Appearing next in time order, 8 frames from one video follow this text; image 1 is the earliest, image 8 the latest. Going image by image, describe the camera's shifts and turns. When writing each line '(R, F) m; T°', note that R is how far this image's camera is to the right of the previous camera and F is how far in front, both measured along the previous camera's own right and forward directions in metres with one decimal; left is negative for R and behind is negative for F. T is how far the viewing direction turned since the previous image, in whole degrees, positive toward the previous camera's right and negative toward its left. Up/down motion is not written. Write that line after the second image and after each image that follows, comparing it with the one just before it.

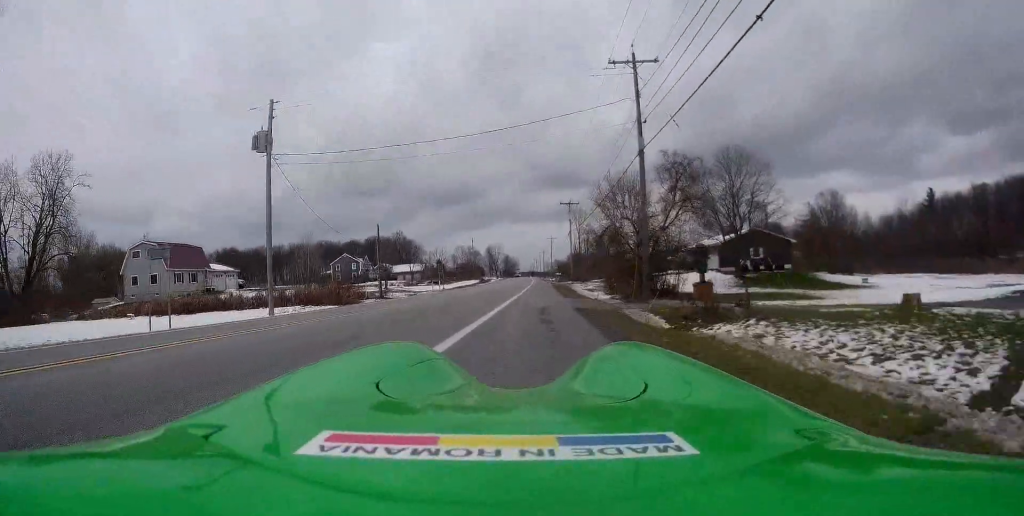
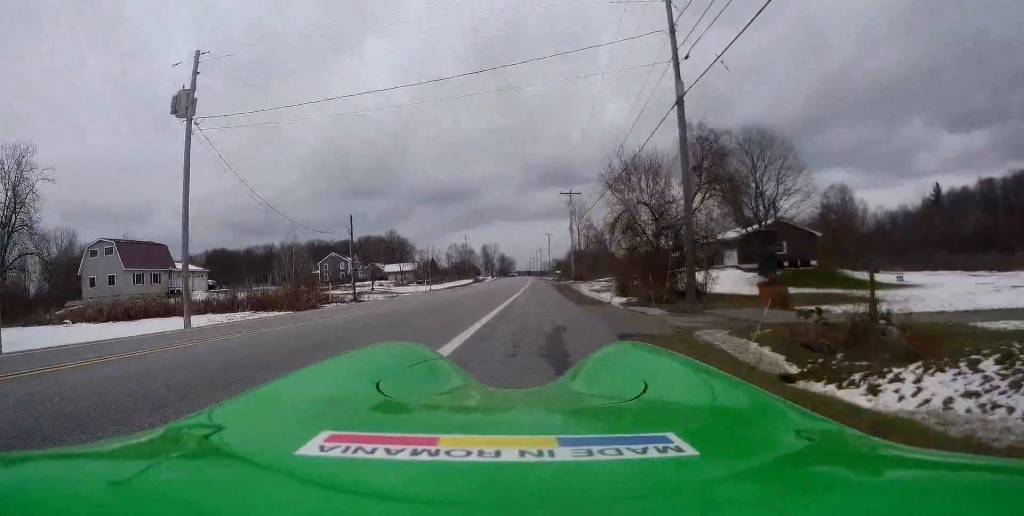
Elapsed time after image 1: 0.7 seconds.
(+0.2, +7.7) m; -1°
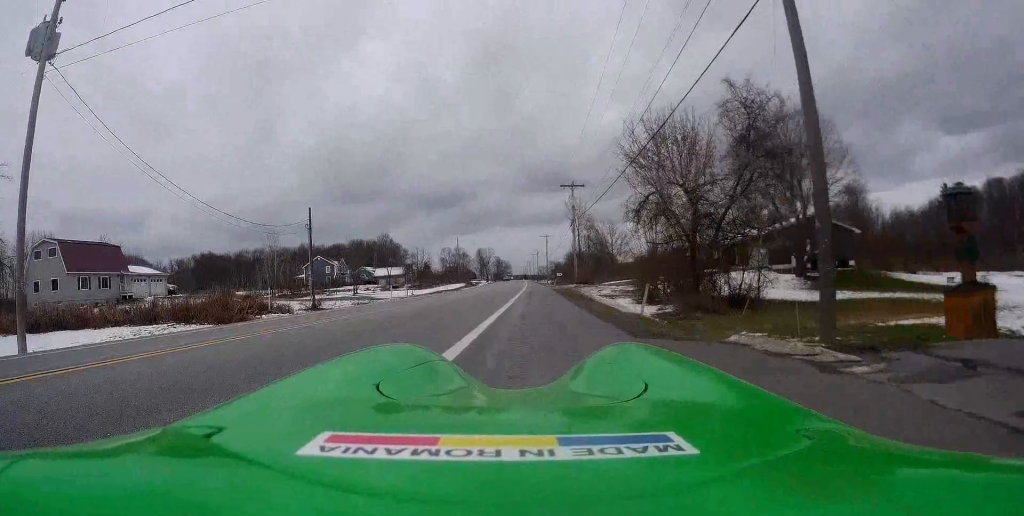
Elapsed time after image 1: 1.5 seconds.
(-0.5, +9.3) m; 0°
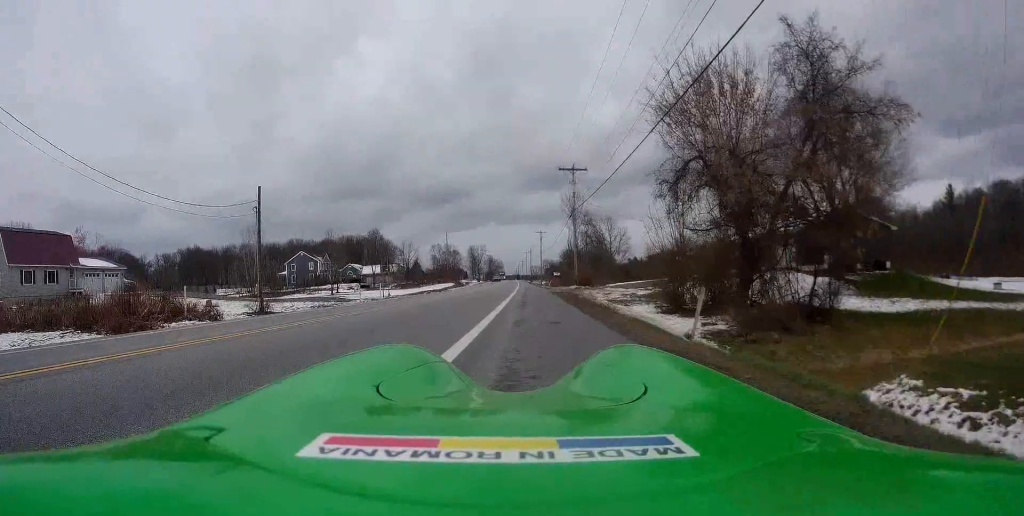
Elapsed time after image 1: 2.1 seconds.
(0.0, +7.4) m; +1°
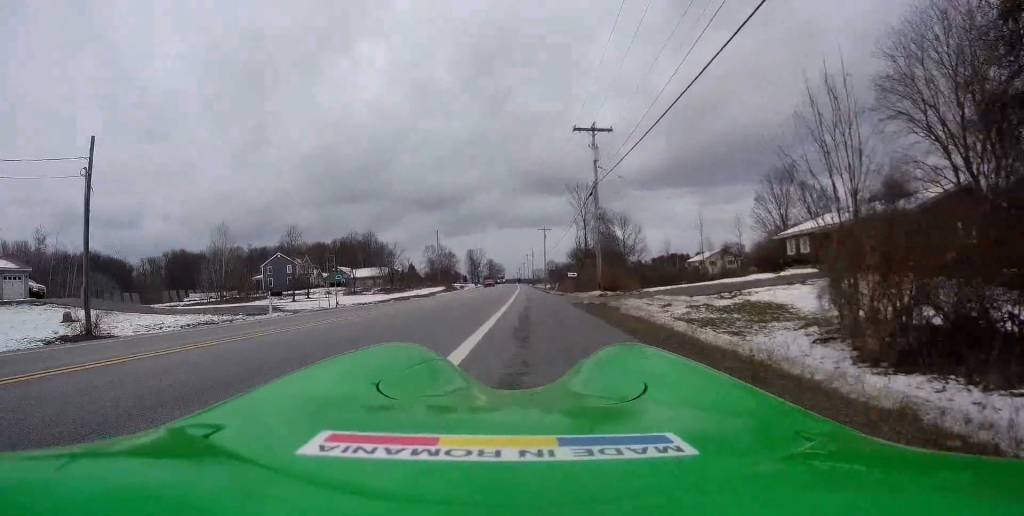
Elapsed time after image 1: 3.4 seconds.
(+0.8, +15.3) m; +2°
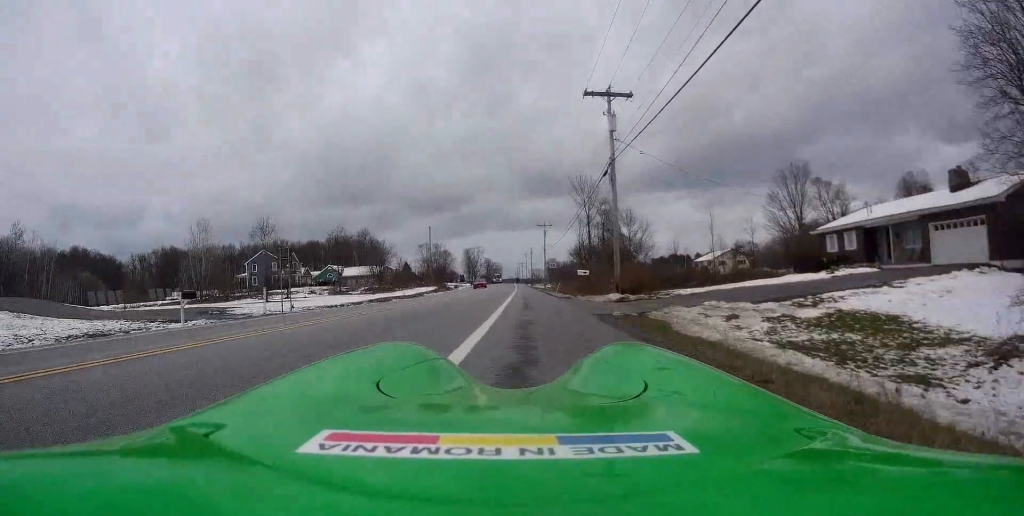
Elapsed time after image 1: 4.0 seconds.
(0.0, +7.4) m; -1°
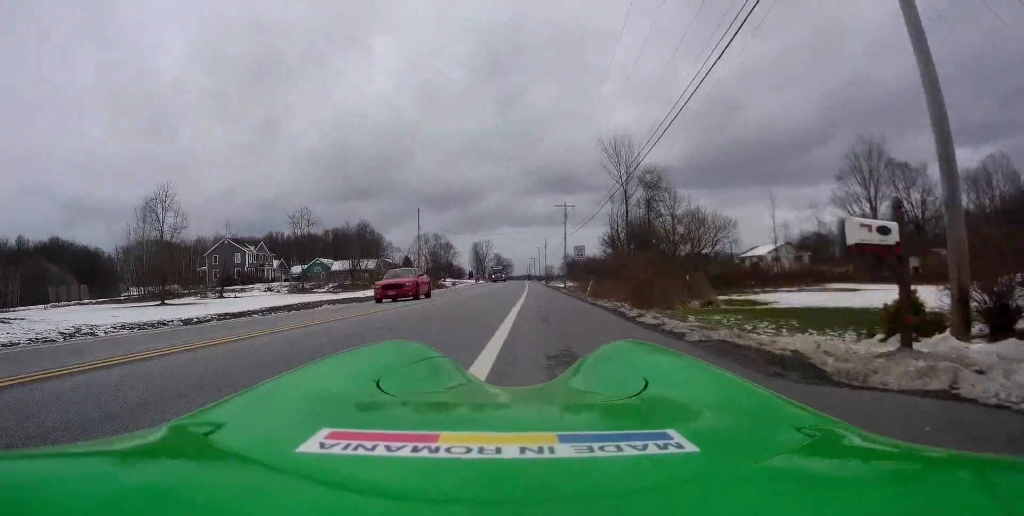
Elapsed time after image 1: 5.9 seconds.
(-0.2, +22.6) m; 0°
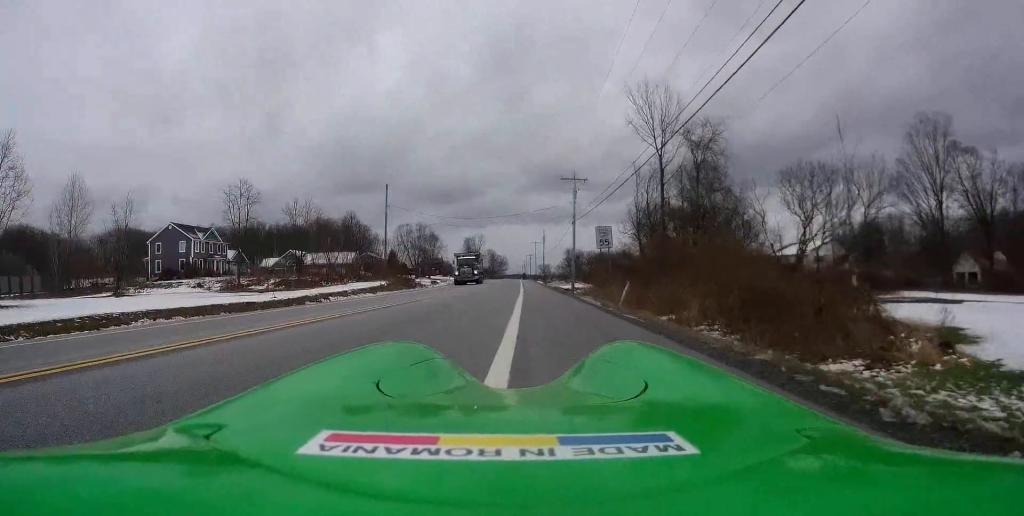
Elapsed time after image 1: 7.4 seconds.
(-0.5, +17.7) m; 0°
